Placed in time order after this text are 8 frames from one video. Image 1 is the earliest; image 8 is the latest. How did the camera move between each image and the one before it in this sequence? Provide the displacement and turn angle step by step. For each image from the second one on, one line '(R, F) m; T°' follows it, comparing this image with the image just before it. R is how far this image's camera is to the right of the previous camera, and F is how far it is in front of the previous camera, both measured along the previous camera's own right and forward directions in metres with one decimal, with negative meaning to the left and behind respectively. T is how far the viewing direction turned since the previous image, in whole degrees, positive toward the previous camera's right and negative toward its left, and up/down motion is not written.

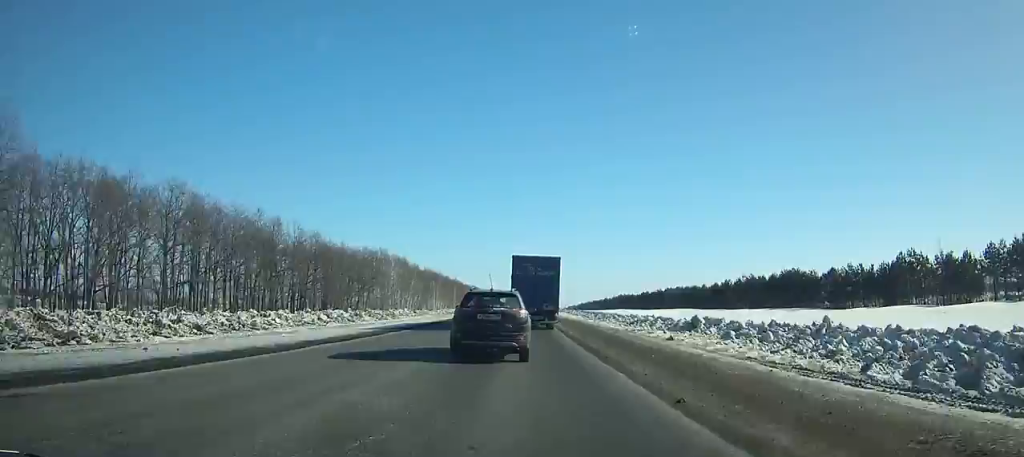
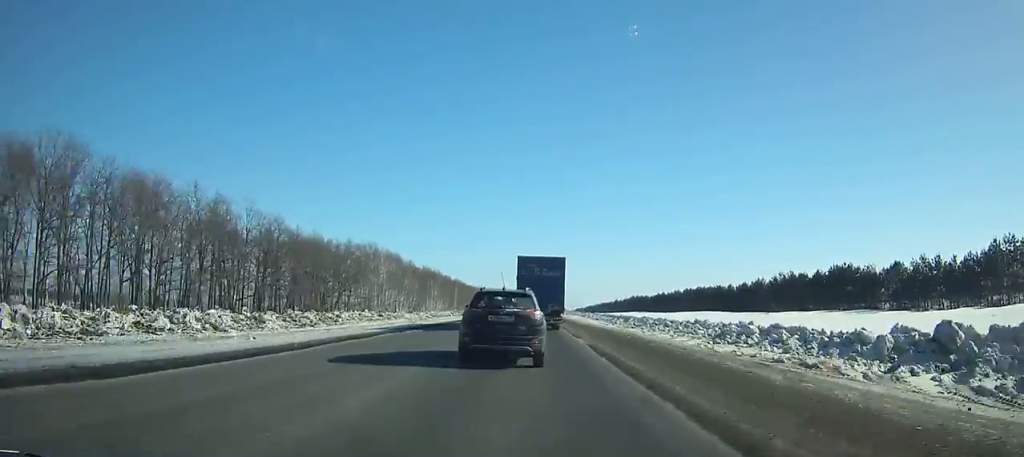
(0.0, +21.3) m; 0°
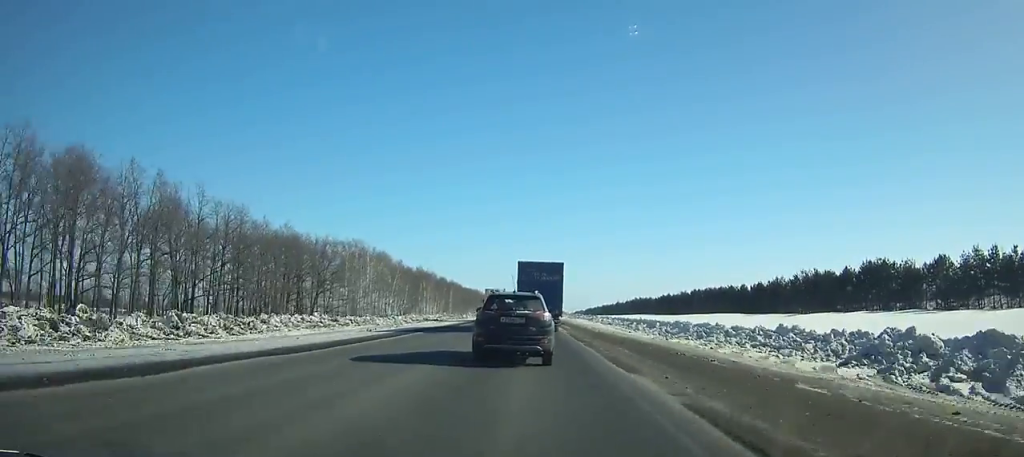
(0.0, +14.7) m; 0°
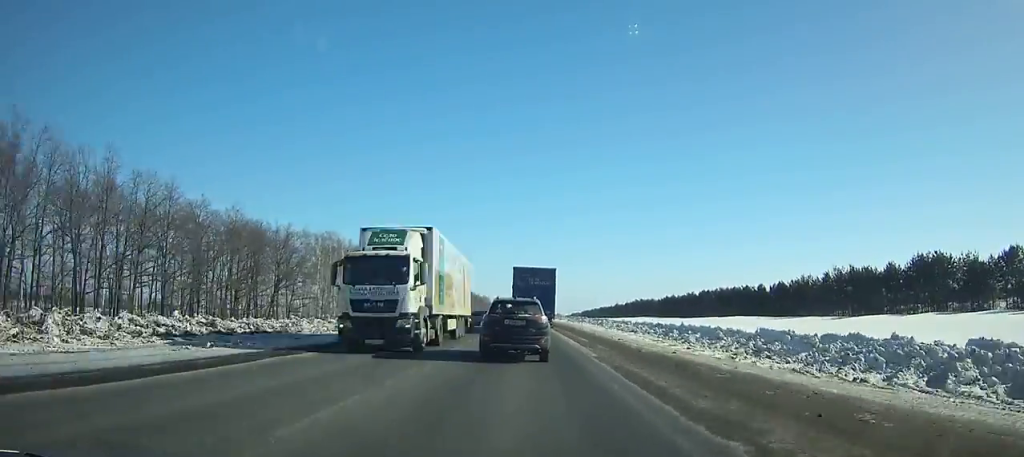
(0.0, +18.6) m; 0°
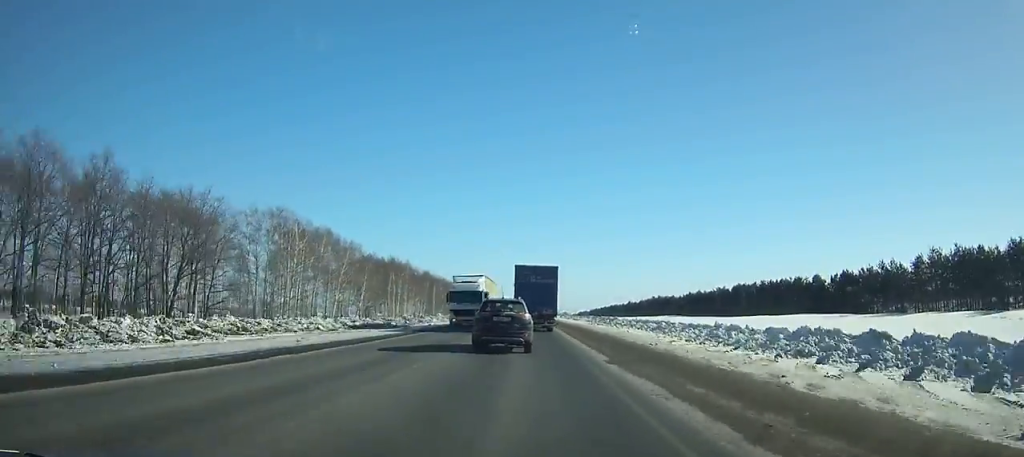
(-0.1, +29.1) m; 0°
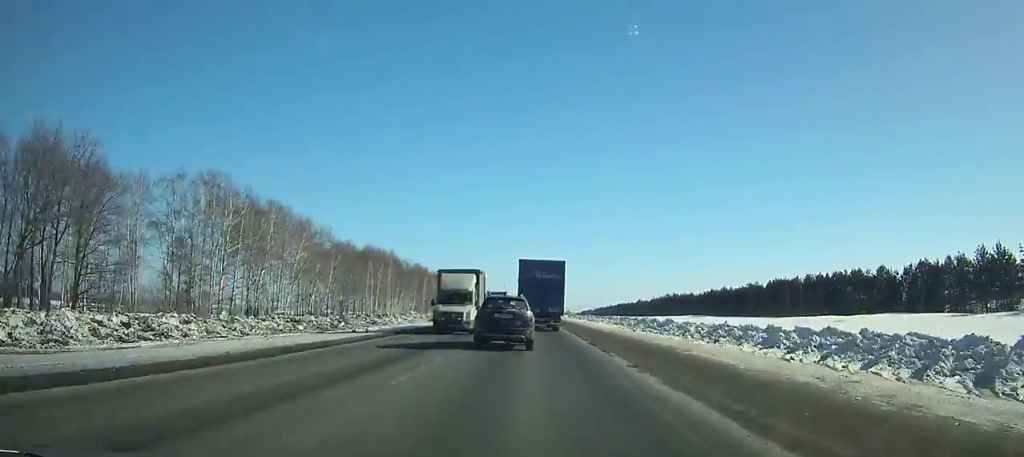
(-0.1, +24.2) m; 0°
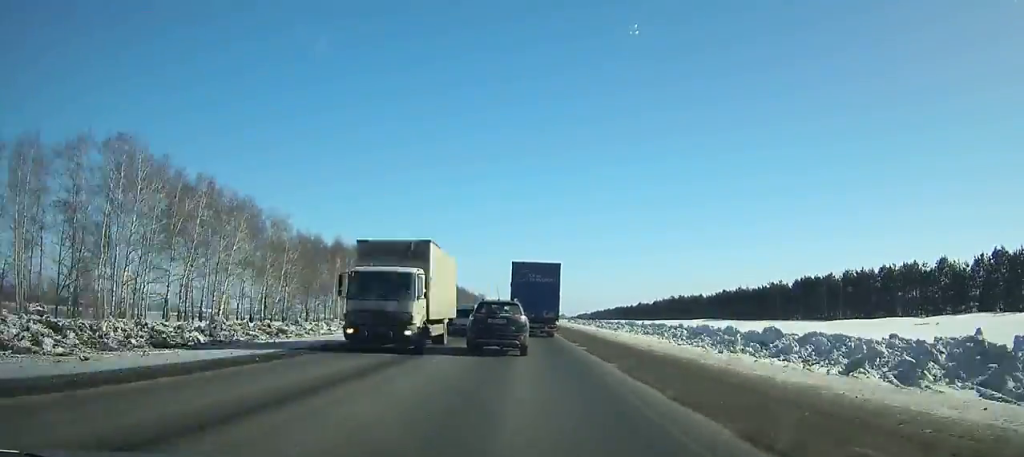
(+0.2, +19.8) m; 0°
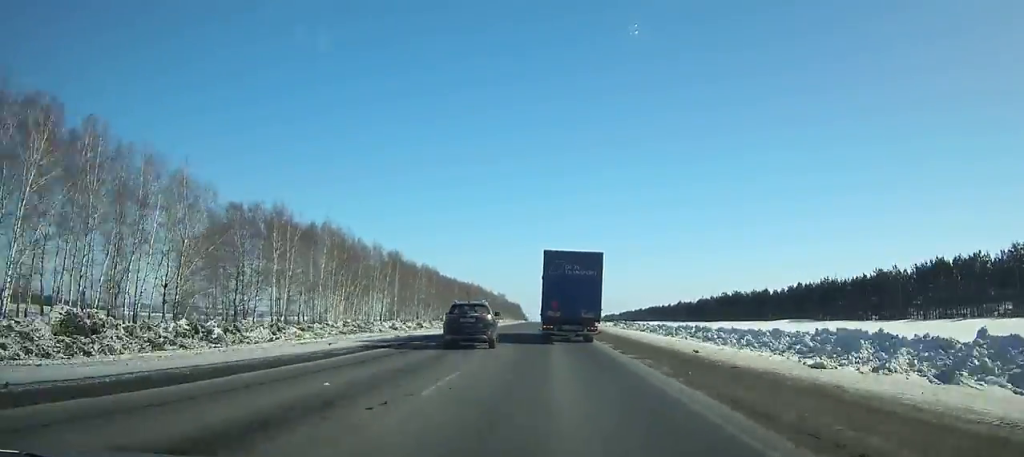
(-0.3, +42.8) m; -1°
